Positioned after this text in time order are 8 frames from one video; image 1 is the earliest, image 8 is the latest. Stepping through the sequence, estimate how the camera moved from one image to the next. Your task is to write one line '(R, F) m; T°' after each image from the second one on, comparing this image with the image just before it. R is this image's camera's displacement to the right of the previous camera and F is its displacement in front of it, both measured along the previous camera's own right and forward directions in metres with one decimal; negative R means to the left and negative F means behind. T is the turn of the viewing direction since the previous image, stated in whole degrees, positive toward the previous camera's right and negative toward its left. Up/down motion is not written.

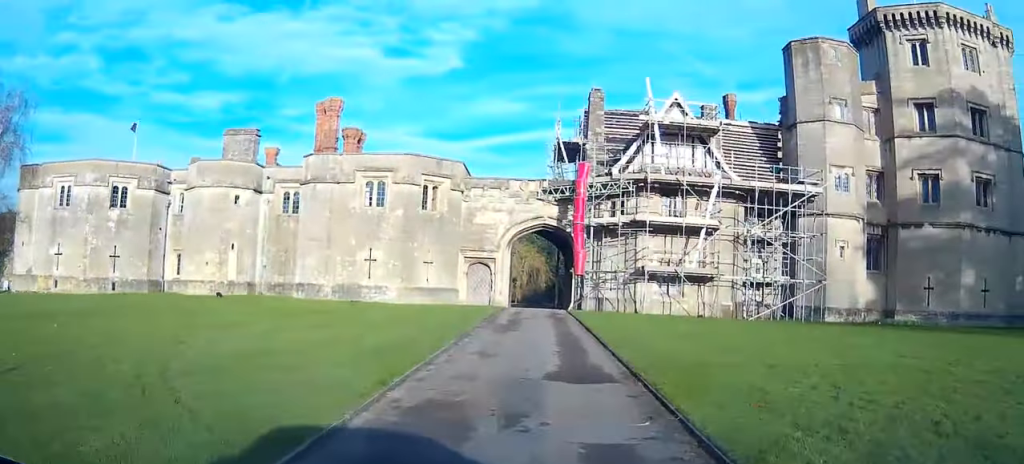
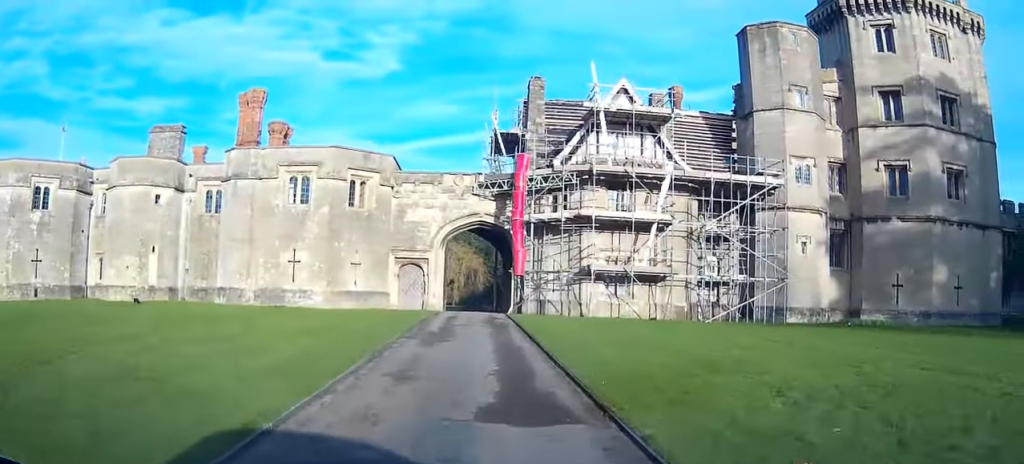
(+0.2, +3.2) m; +6°
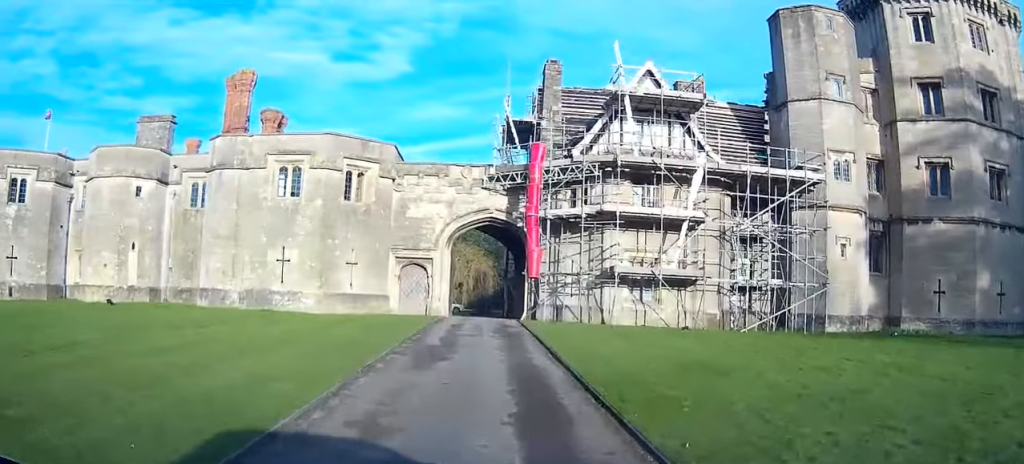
(+0.2, +3.6) m; +3°
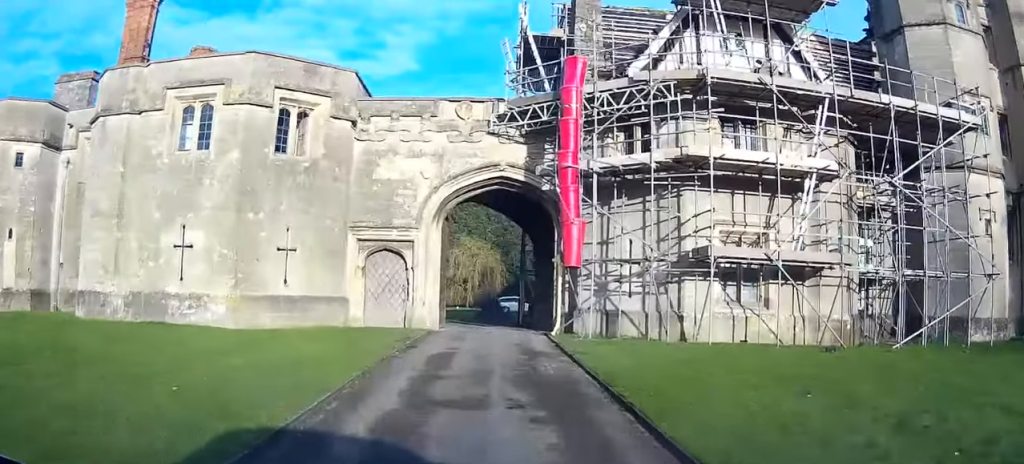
(-0.2, +11.4) m; -2°
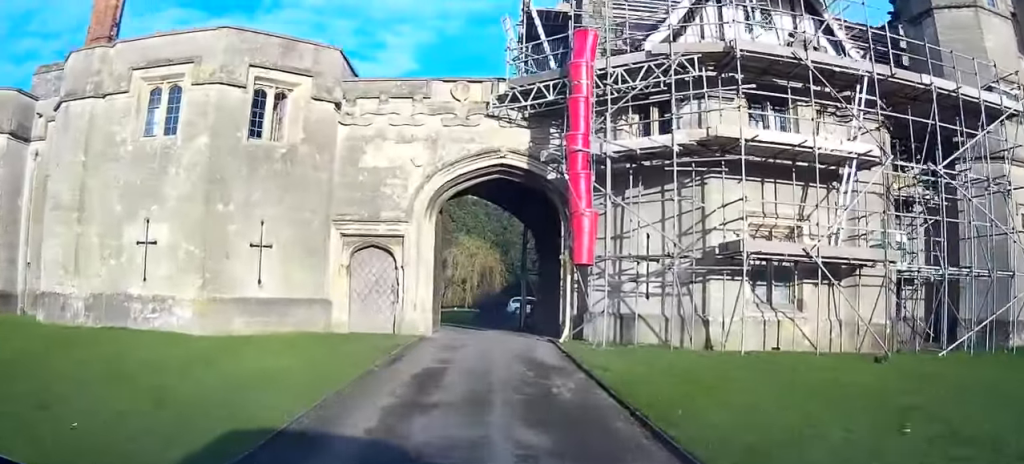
(0.0, +2.3) m; +1°
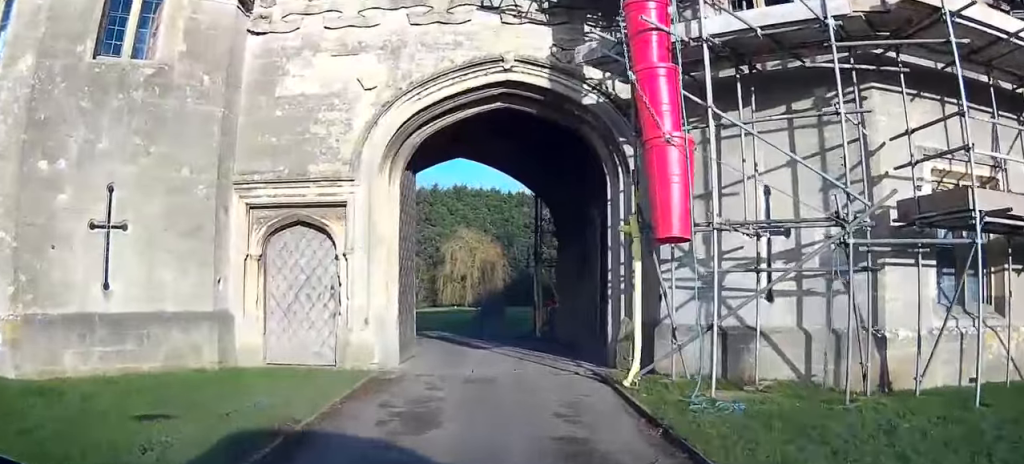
(+0.1, +8.0) m; +3°
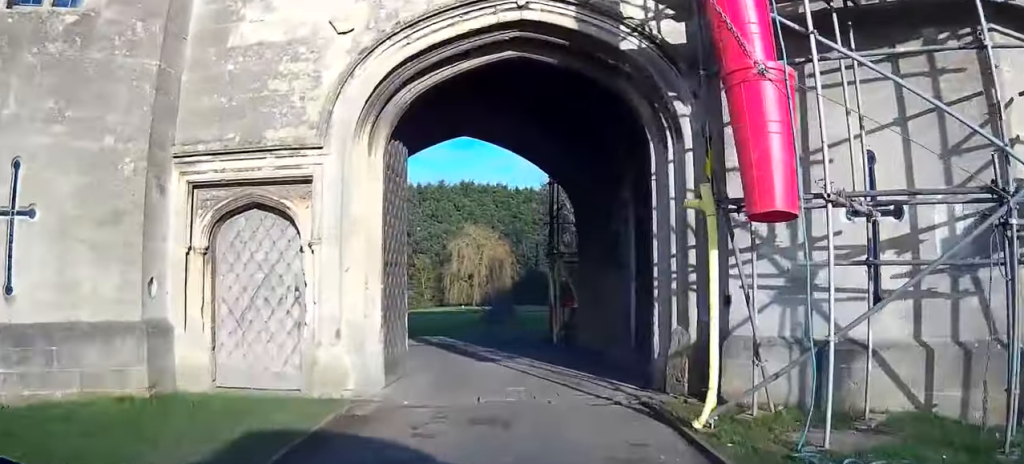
(+0.1, +2.8) m; +1°
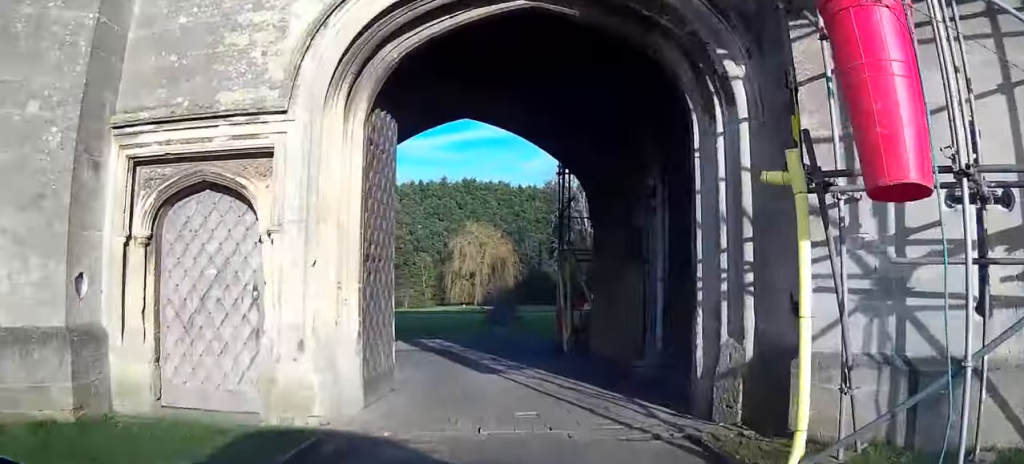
(0.0, +2.1) m; 0°
